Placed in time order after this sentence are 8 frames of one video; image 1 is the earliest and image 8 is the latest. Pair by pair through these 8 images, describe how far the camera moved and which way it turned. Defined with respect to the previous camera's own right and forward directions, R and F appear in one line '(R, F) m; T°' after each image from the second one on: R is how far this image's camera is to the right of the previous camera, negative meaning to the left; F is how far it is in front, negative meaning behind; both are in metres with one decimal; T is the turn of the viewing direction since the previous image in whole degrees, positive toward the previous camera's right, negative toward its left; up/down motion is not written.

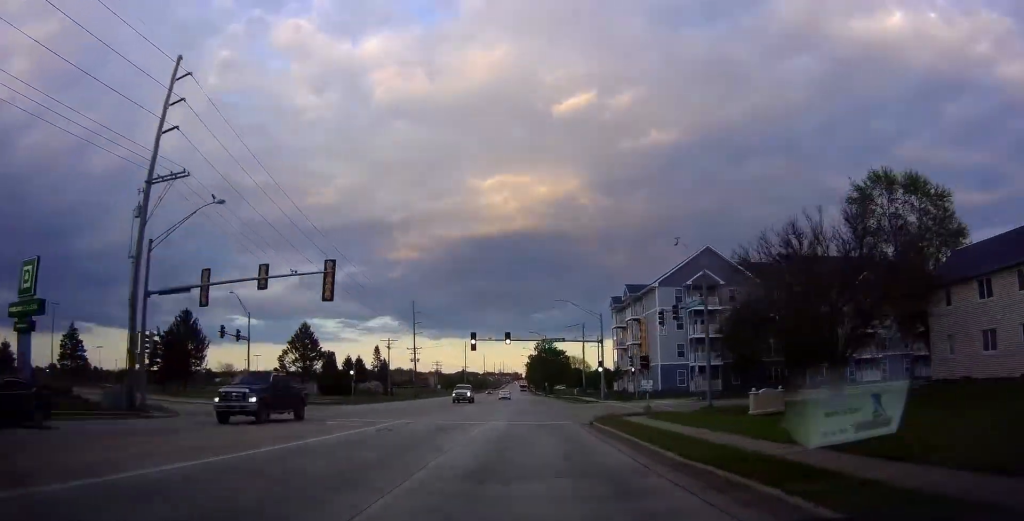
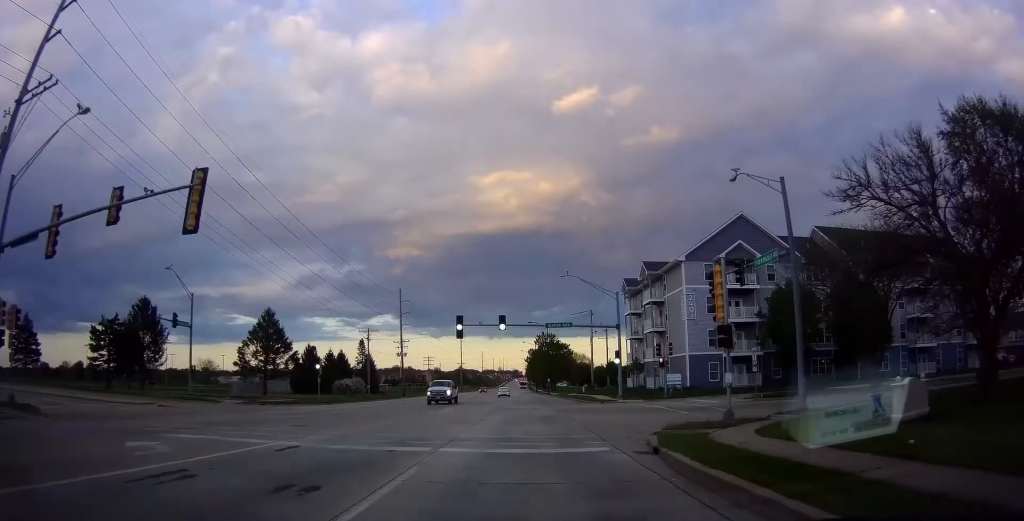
(-0.3, +12.3) m; -1°
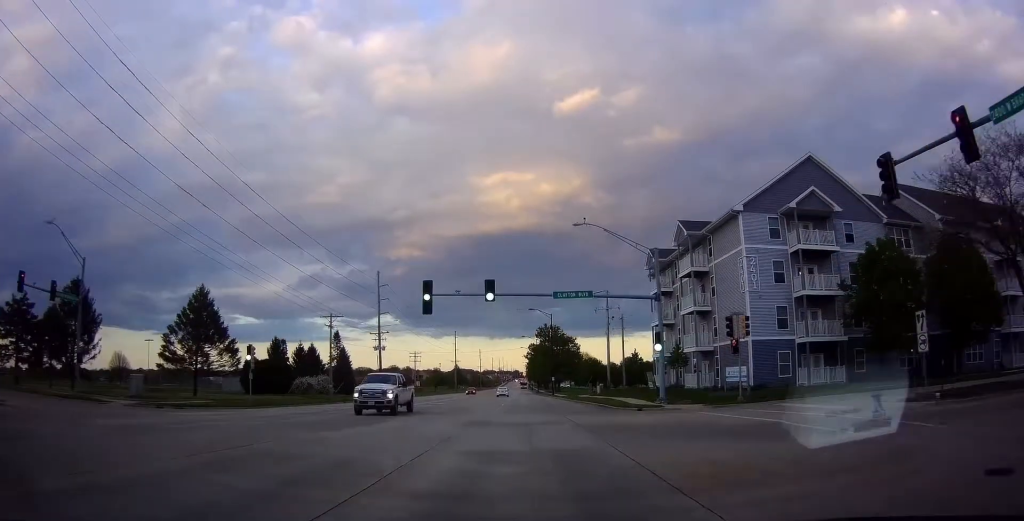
(-0.2, +16.7) m; +1°
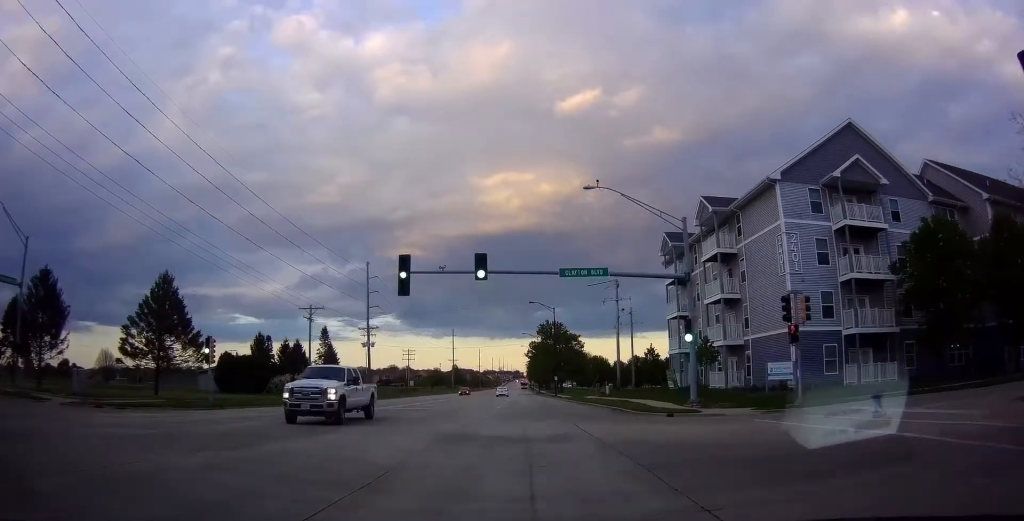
(0.0, +7.2) m; 0°
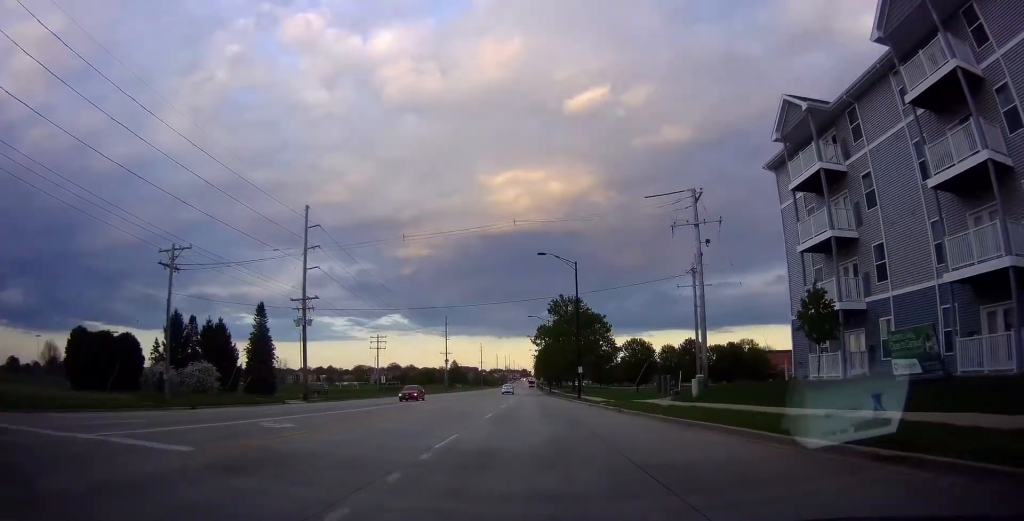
(-0.6, +26.4) m; -2°
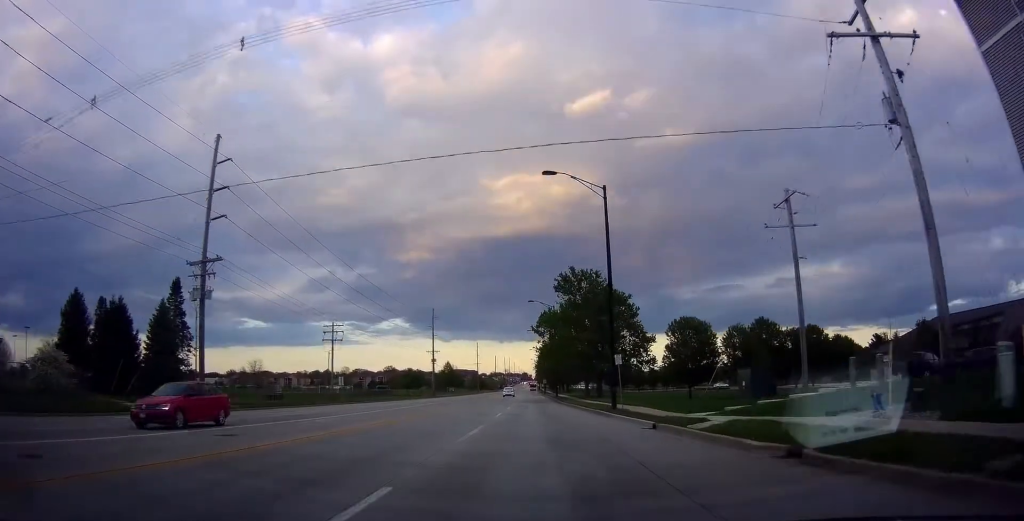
(+0.7, +20.6) m; +2°
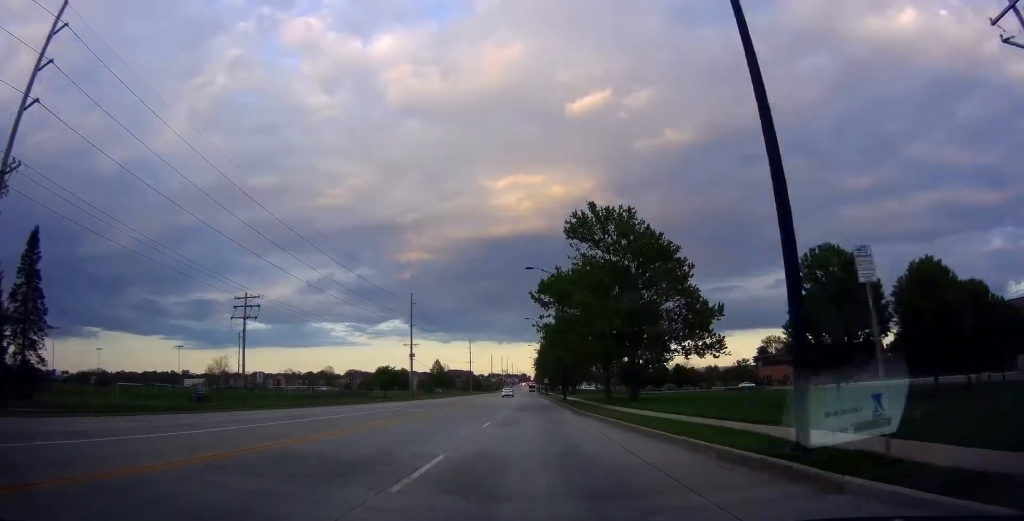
(-0.6, +20.8) m; -2°
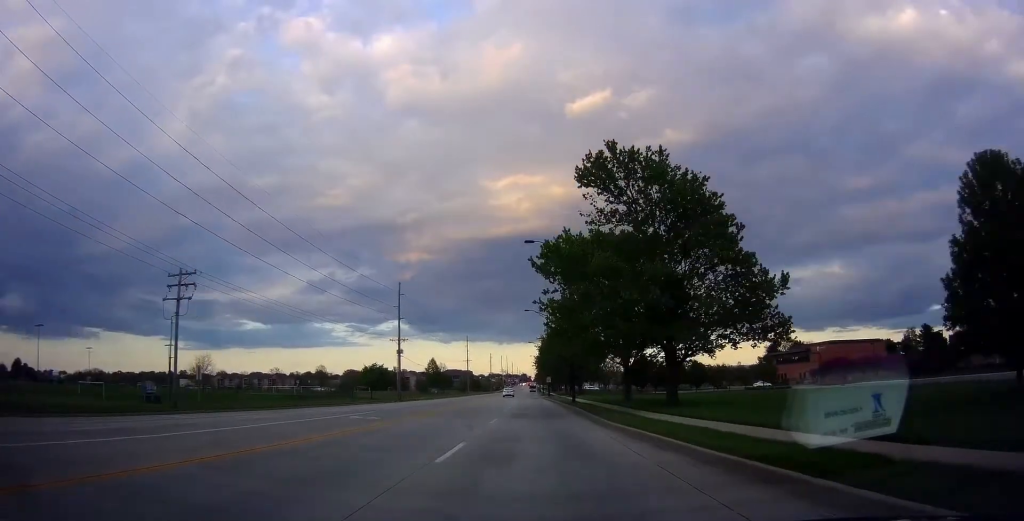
(0.0, +10.1) m; 0°
